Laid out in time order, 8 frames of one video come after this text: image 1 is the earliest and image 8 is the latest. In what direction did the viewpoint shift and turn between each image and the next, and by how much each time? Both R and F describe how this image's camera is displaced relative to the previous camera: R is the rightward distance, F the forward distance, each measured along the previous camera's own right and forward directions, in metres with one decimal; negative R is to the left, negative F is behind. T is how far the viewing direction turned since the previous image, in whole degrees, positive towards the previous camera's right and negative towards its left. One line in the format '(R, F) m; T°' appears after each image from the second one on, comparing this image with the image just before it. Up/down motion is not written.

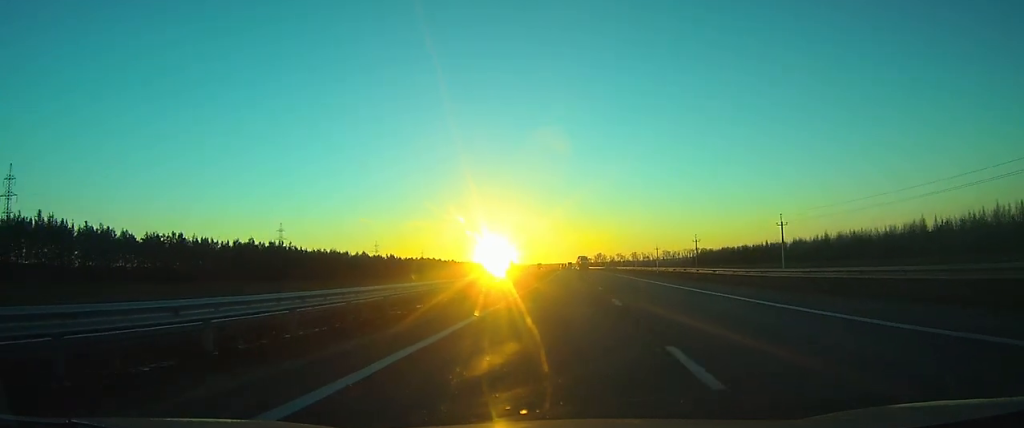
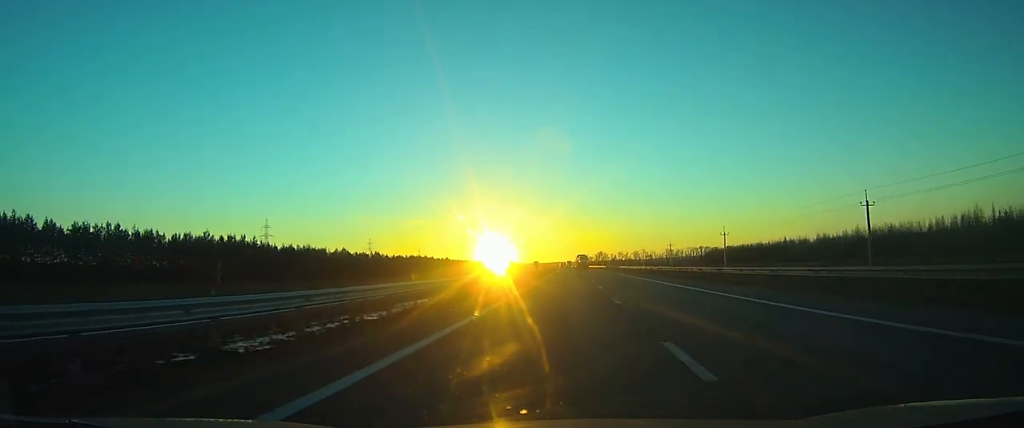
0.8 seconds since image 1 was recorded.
(-0.1, +22.4) m; 0°
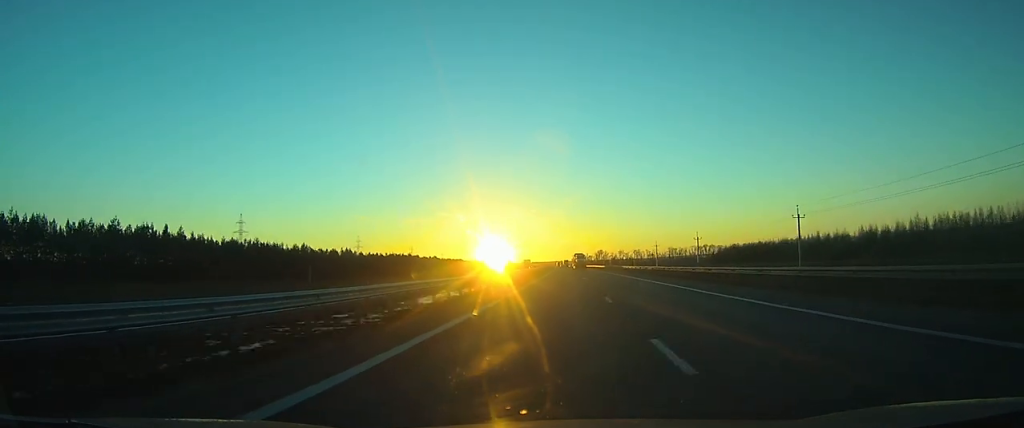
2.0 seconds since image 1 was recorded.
(0.0, +33.4) m; 0°
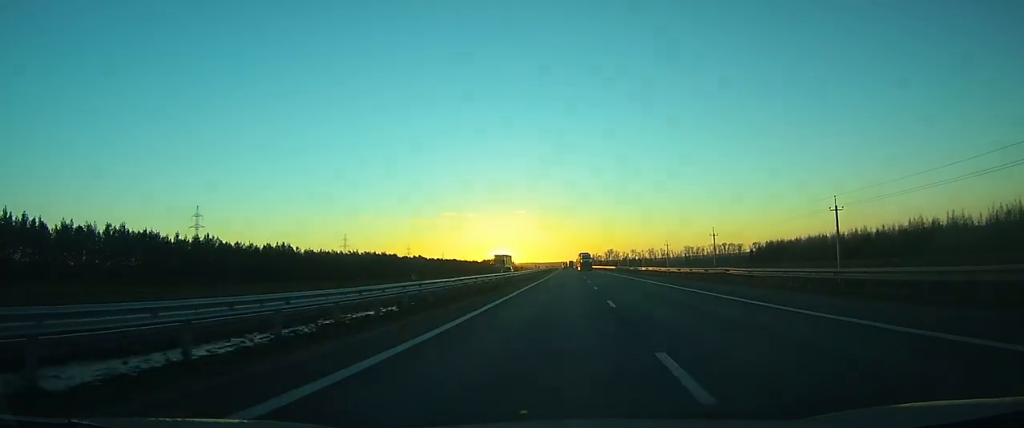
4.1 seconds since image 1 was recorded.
(-0.4, +59.3) m; -1°
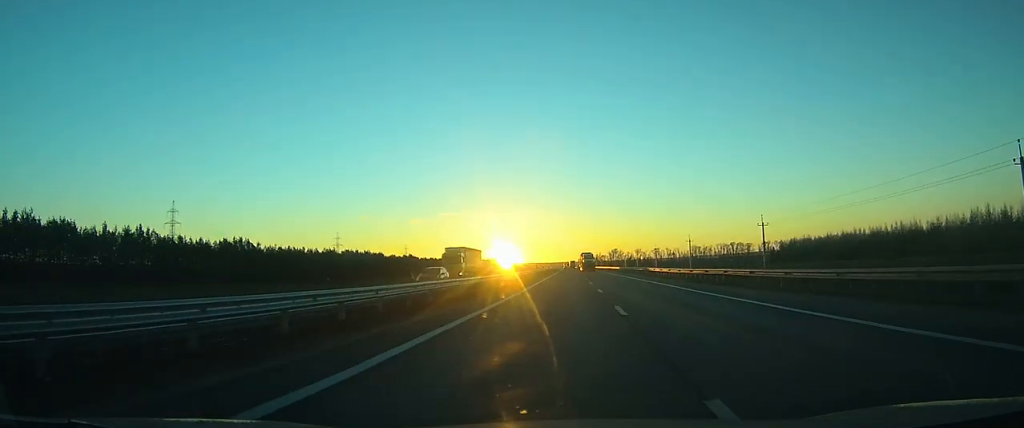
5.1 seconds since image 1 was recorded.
(-0.1, +27.6) m; 0°
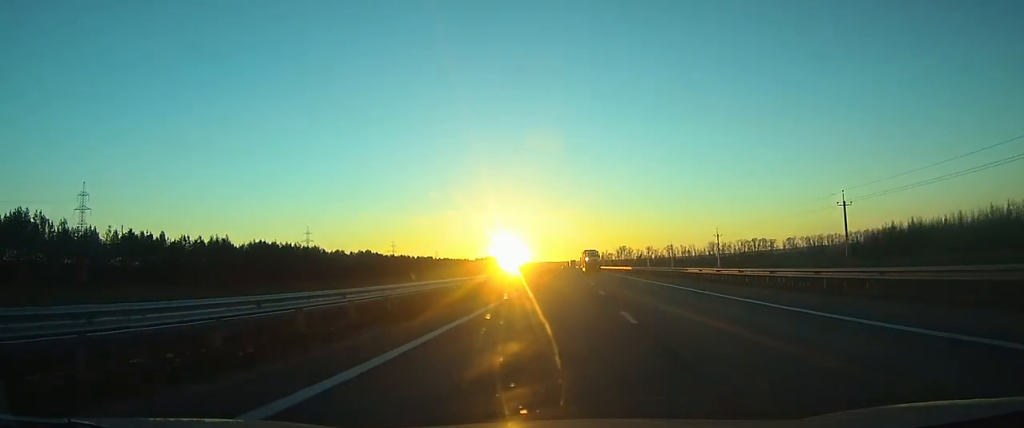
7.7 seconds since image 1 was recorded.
(-0.2, +76.3) m; -1°
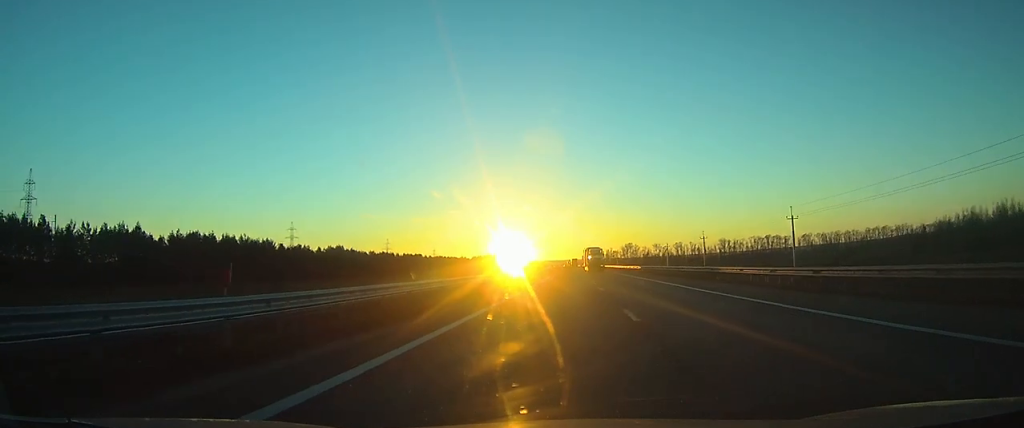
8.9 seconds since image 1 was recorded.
(-0.2, +35.6) m; 0°
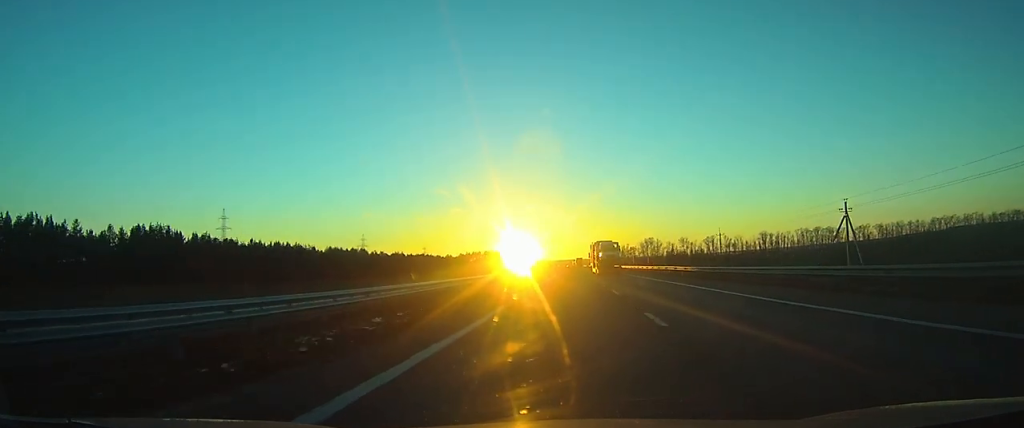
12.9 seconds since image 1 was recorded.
(-0.7, +105.3) m; 0°
